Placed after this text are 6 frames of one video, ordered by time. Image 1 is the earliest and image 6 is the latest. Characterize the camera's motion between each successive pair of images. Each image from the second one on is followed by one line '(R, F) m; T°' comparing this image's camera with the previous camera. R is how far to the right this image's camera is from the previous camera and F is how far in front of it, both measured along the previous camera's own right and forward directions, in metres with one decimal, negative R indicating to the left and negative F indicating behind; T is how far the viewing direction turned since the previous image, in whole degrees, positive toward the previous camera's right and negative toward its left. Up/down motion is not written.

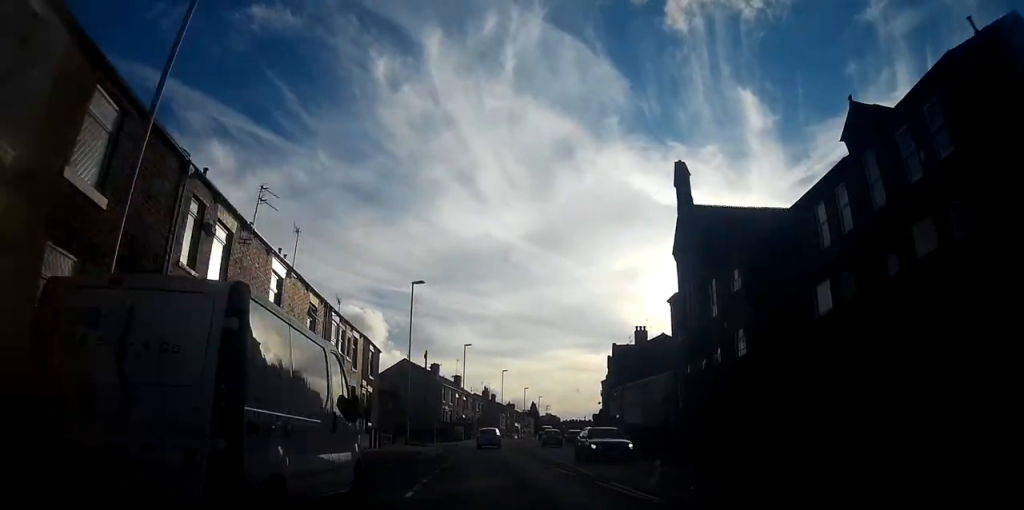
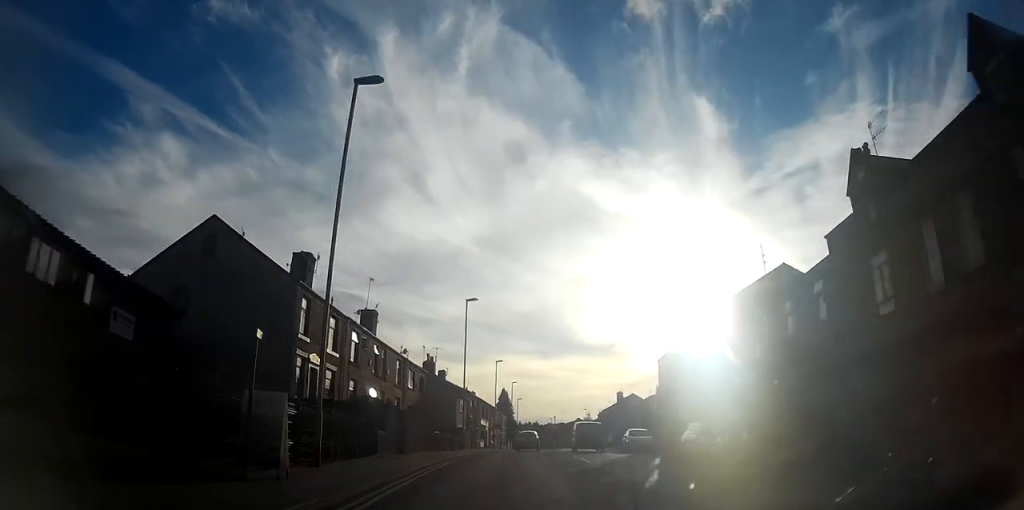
(+0.5, +51.4) m; +4°
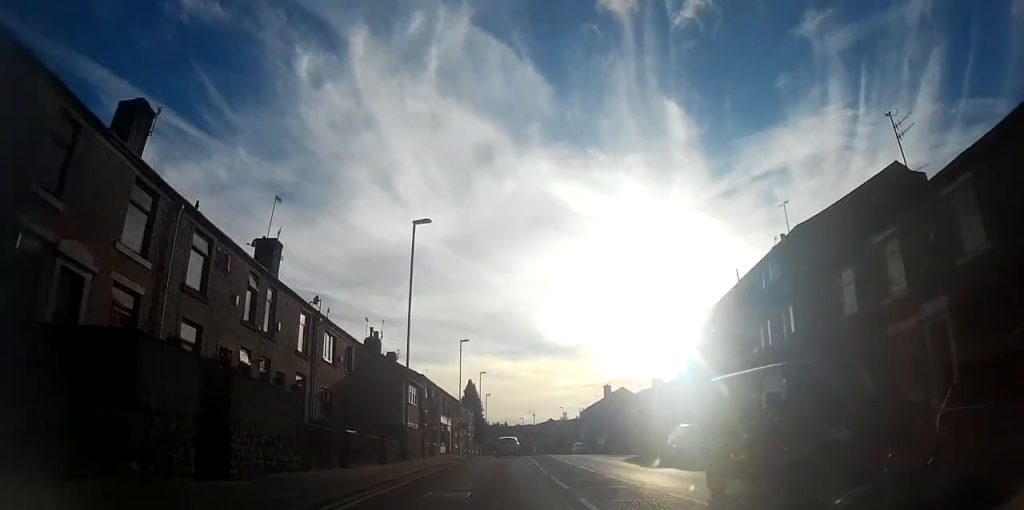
(+0.6, +15.7) m; +3°
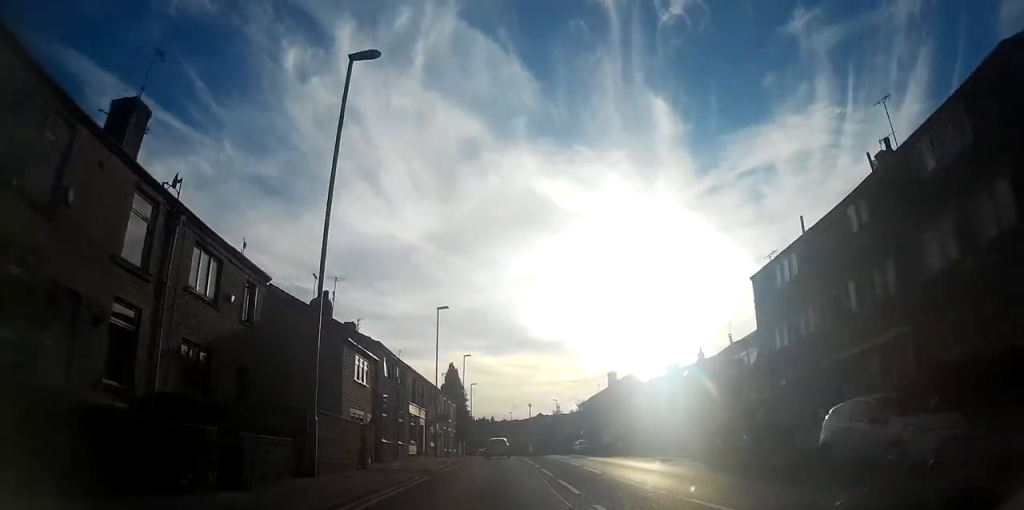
(+0.1, +12.6) m; 0°
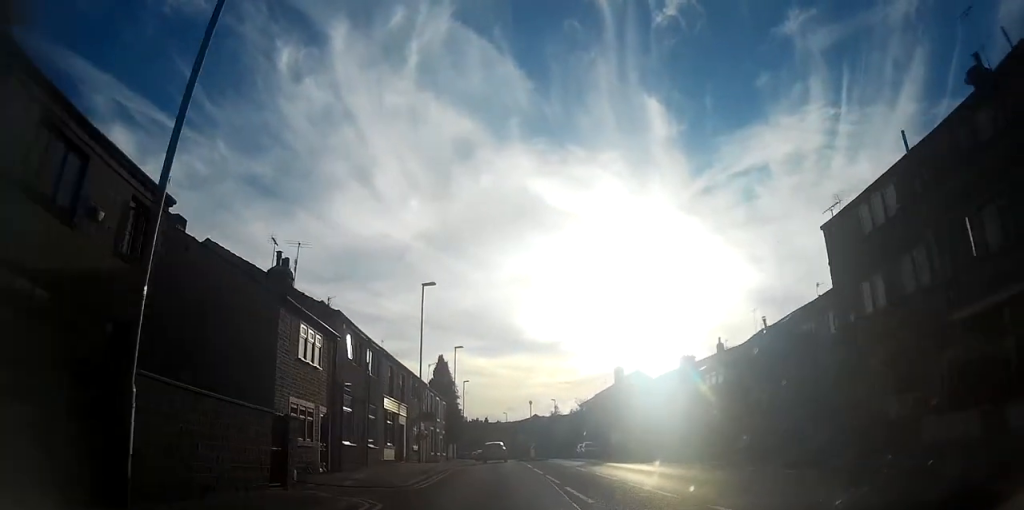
(0.0, +7.3) m; 0°
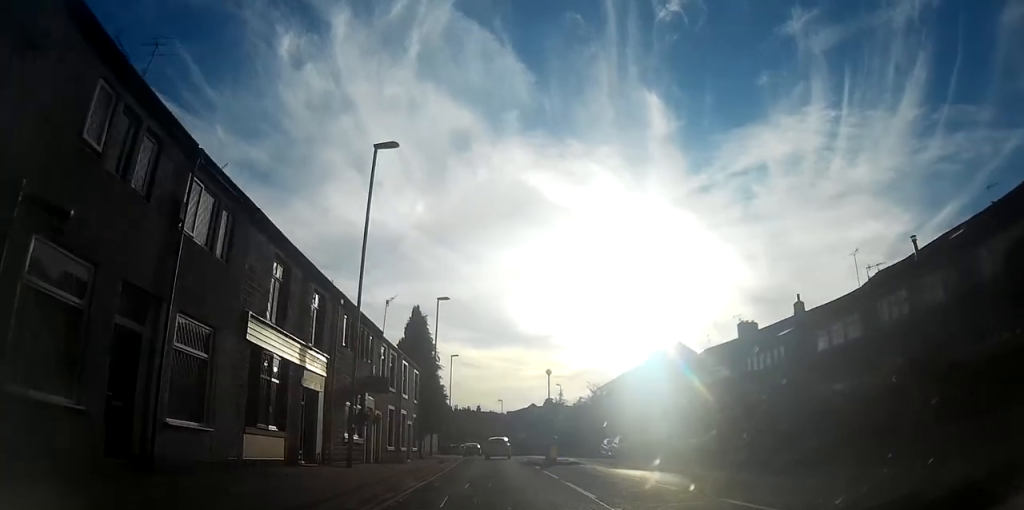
(+0.3, +17.1) m; +1°
